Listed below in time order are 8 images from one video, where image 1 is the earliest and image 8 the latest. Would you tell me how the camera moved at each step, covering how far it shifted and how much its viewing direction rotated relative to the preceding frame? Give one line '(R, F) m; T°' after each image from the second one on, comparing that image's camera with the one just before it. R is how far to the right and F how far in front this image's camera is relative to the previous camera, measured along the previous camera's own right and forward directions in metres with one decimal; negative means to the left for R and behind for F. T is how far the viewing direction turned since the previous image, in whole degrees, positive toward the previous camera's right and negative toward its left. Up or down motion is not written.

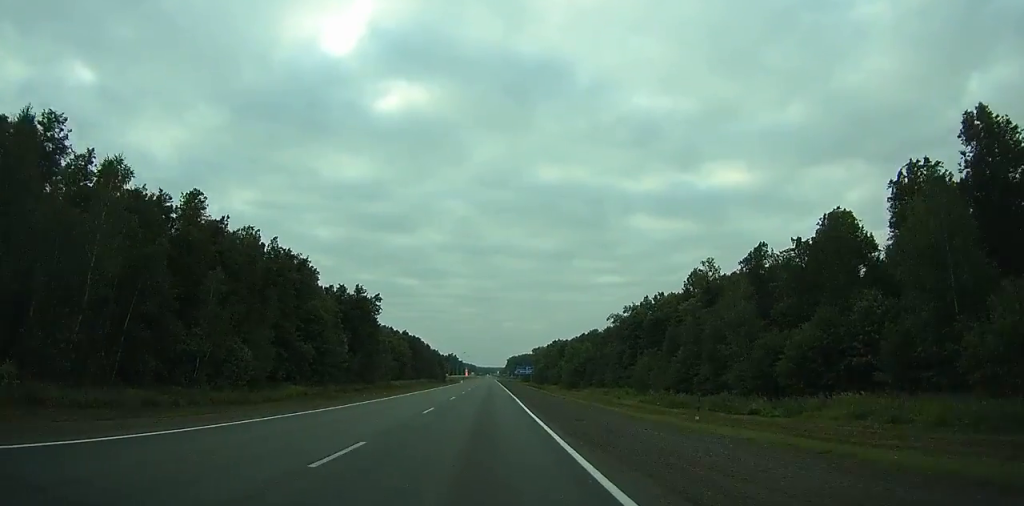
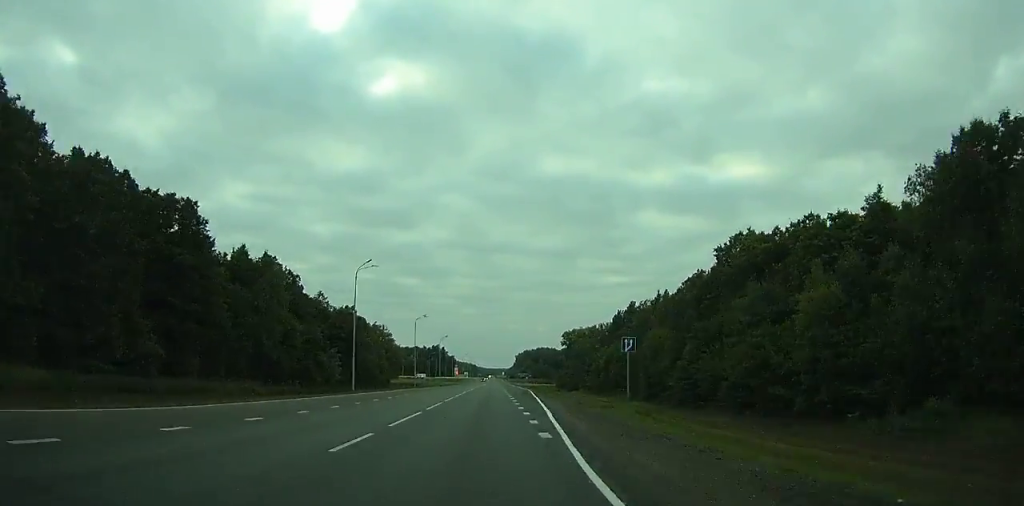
(-0.6, +200.1) m; 0°
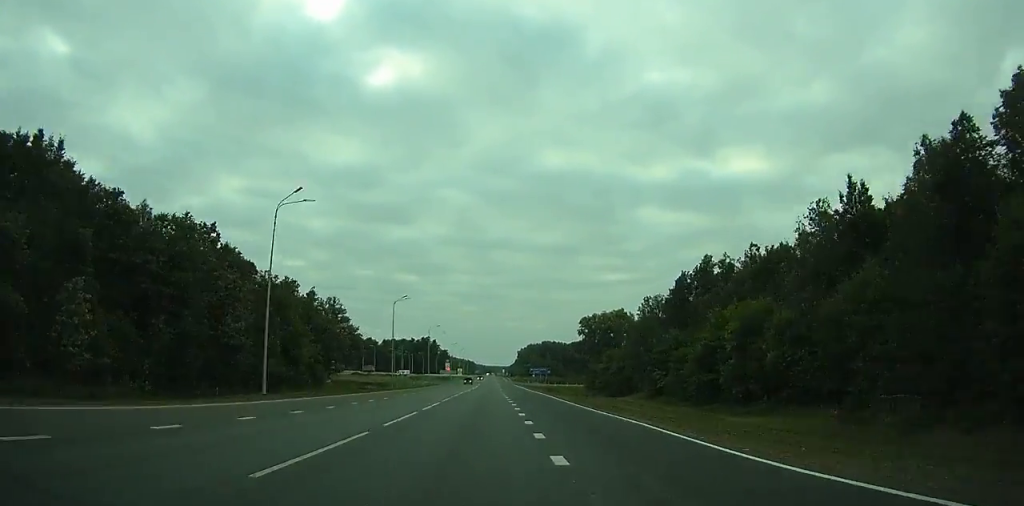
(0.0, +64.0) m; 0°
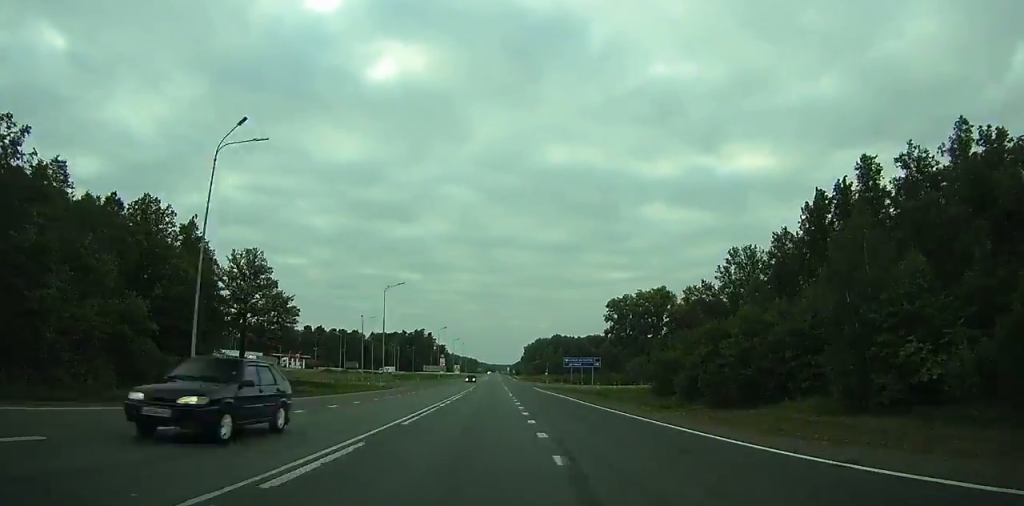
(0.0, +50.8) m; 0°
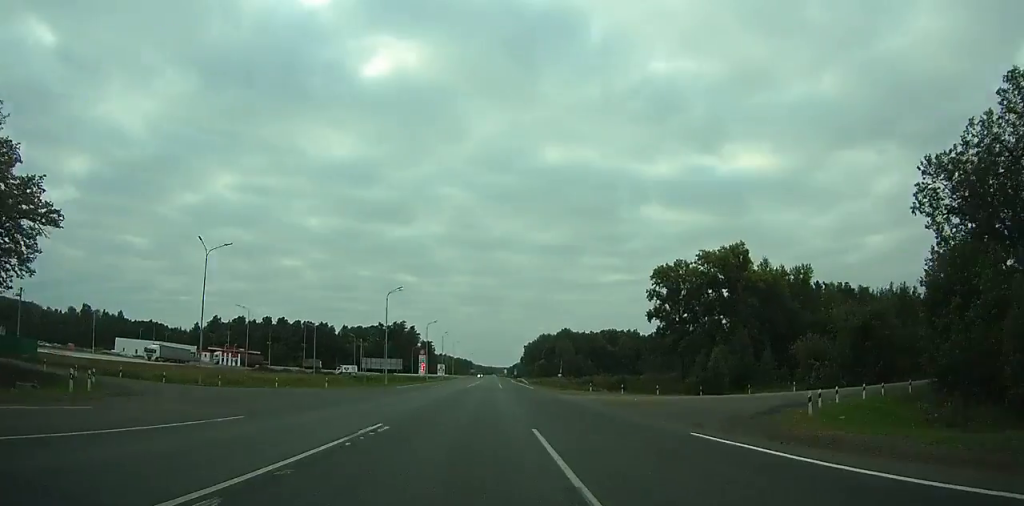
(0.0, +58.1) m; 0°
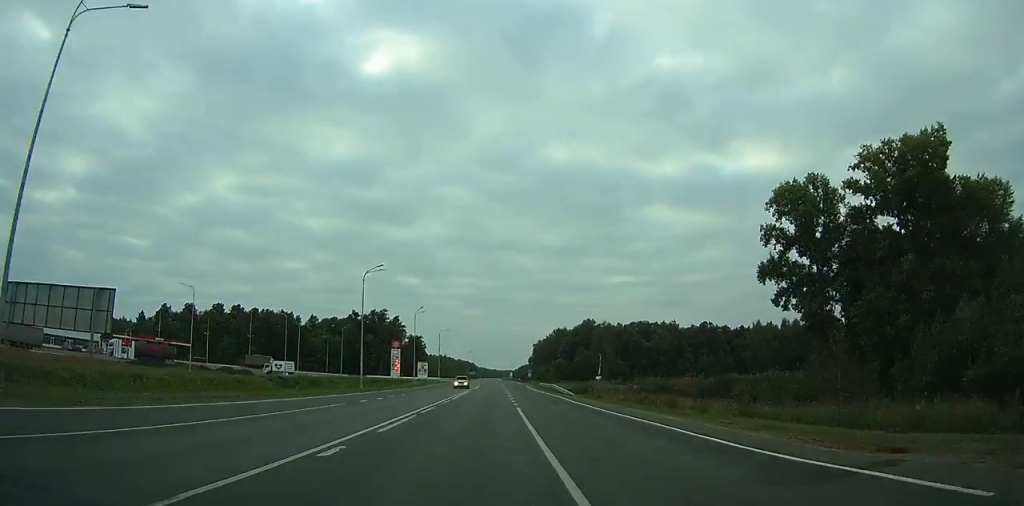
(0.0, +57.5) m; 0°
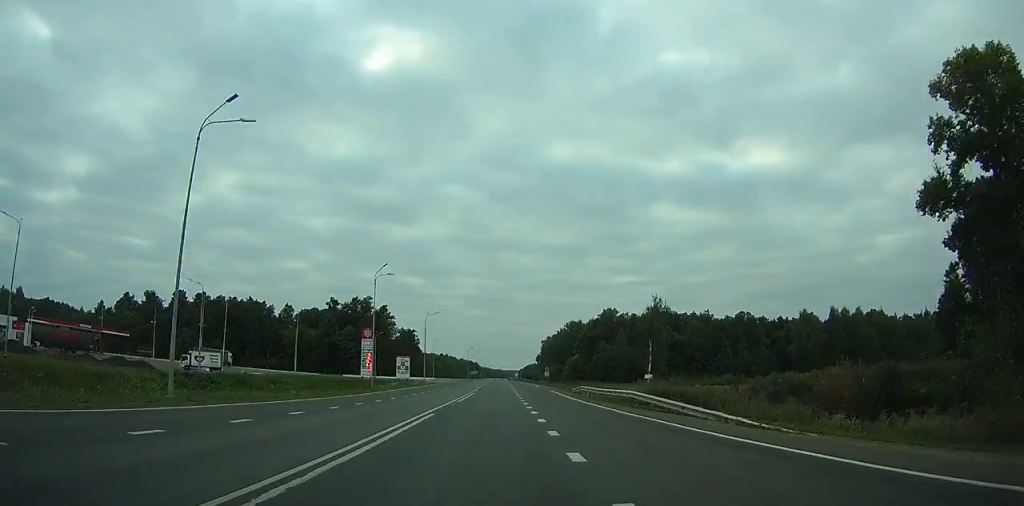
(-0.1, +34.6) m; 0°
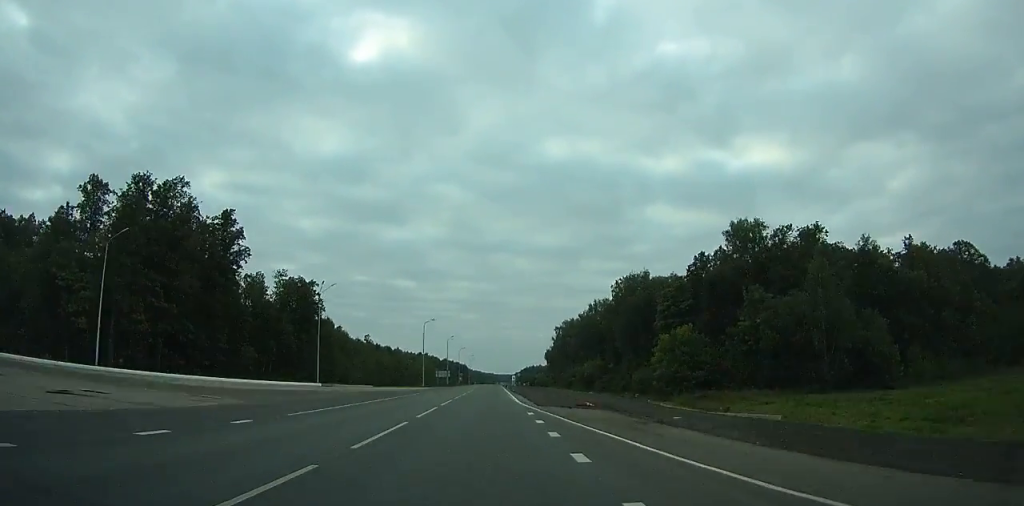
(-0.1, +114.5) m; 0°
